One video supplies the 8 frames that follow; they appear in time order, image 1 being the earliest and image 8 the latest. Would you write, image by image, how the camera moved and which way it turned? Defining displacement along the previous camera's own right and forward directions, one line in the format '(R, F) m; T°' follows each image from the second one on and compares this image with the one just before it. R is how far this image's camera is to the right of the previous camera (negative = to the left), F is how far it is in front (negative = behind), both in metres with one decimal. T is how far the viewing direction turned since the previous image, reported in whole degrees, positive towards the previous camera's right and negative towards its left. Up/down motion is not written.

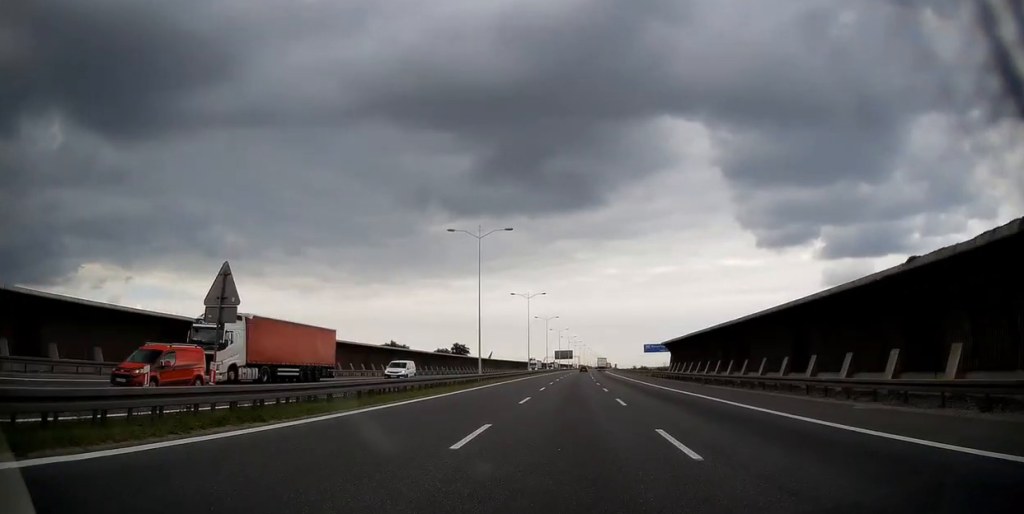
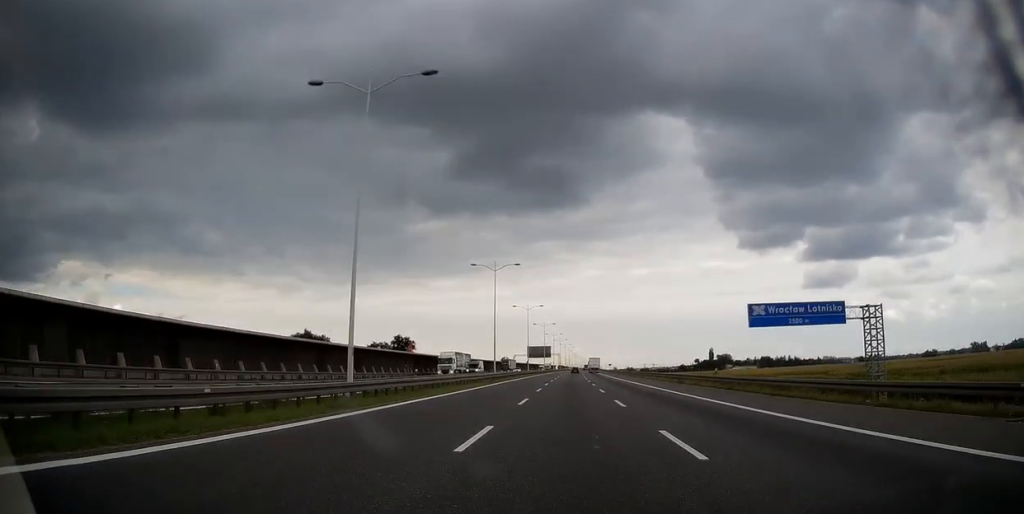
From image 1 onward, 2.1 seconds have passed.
(+1.0, +72.7) m; +2°
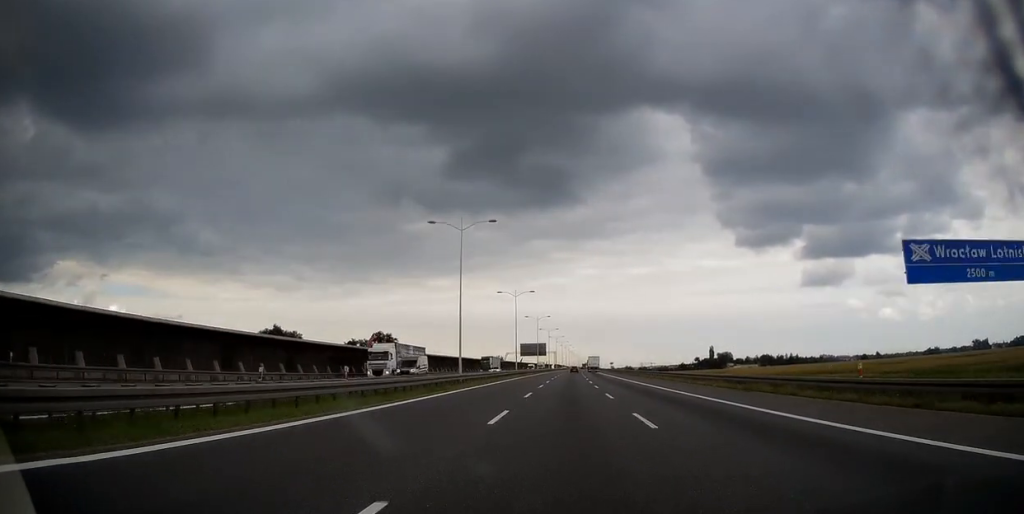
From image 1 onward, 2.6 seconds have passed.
(0.0, +19.9) m; 0°
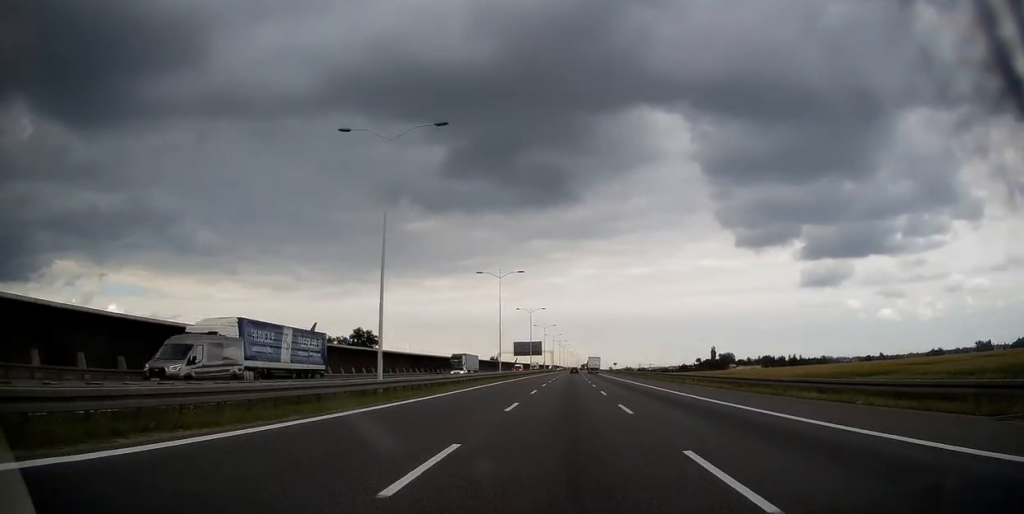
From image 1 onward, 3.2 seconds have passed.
(+0.1, +19.9) m; 0°
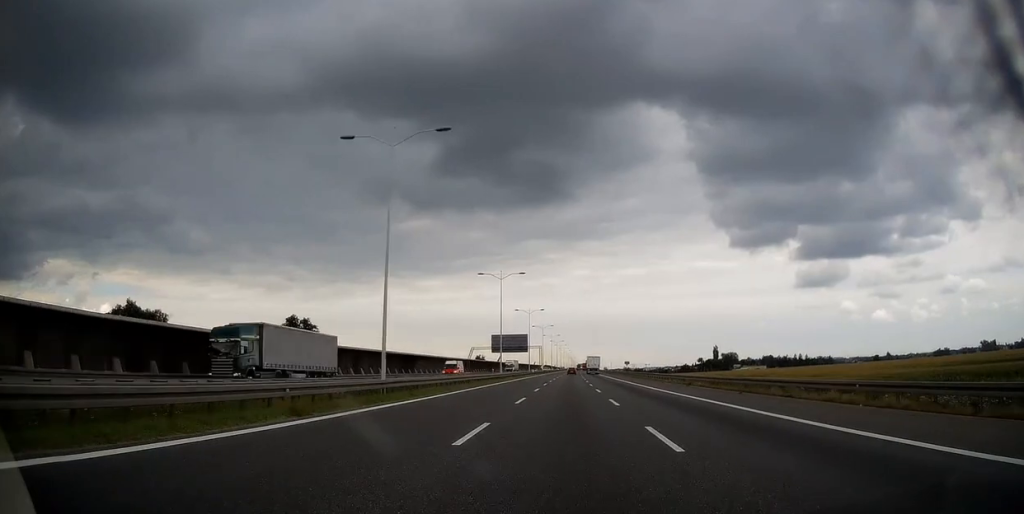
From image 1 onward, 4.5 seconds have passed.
(+0.3, +44.3) m; +1°
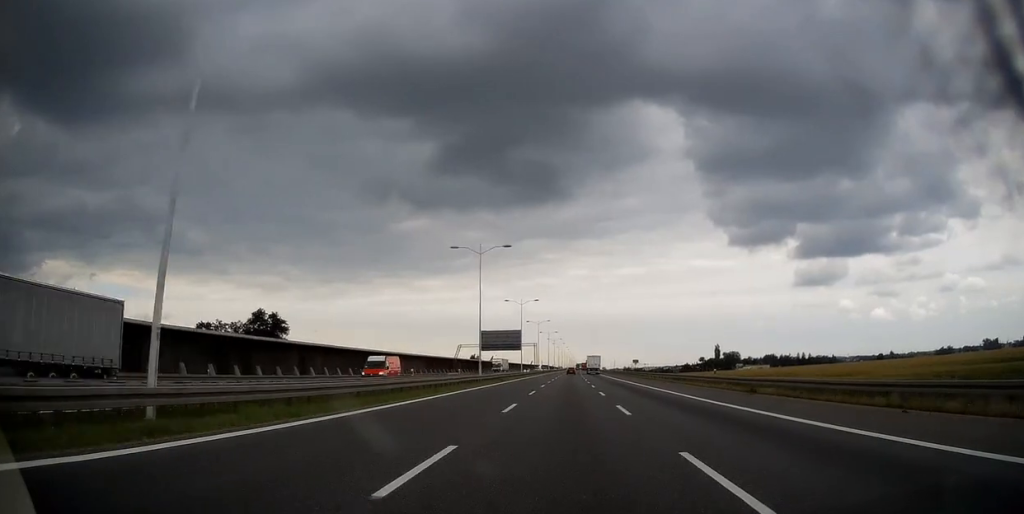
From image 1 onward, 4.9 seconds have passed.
(0.0, +16.4) m; 0°
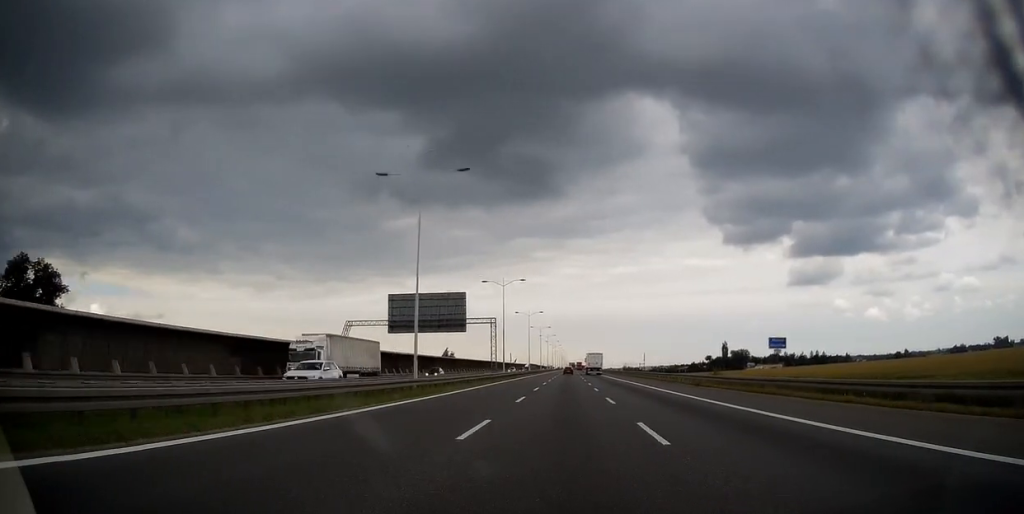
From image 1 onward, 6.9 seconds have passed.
(+0.2, +67.9) m; +1°
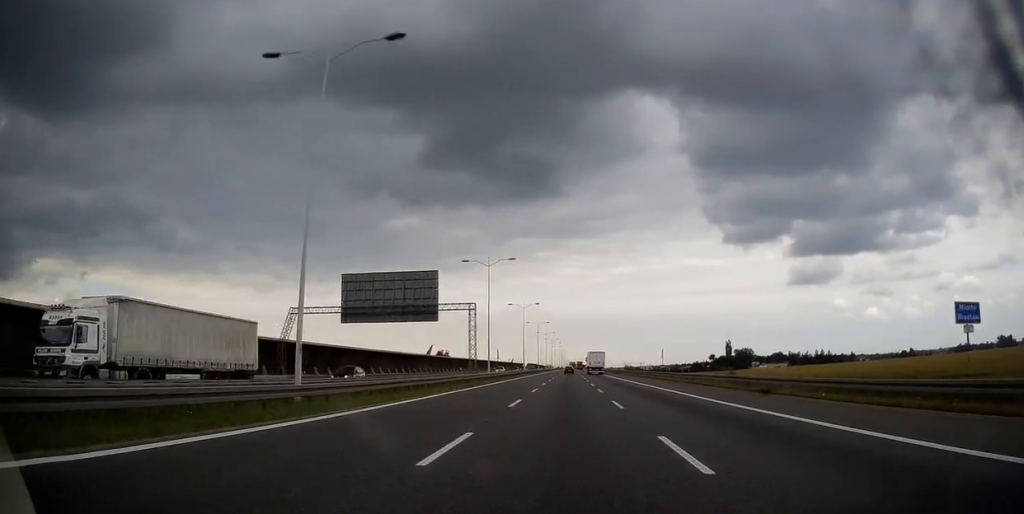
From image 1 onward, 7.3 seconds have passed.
(0.0, +15.2) m; 0°
